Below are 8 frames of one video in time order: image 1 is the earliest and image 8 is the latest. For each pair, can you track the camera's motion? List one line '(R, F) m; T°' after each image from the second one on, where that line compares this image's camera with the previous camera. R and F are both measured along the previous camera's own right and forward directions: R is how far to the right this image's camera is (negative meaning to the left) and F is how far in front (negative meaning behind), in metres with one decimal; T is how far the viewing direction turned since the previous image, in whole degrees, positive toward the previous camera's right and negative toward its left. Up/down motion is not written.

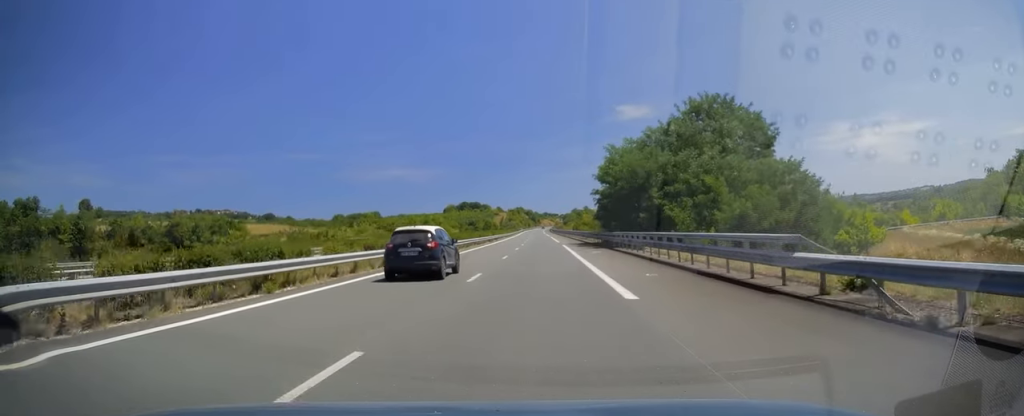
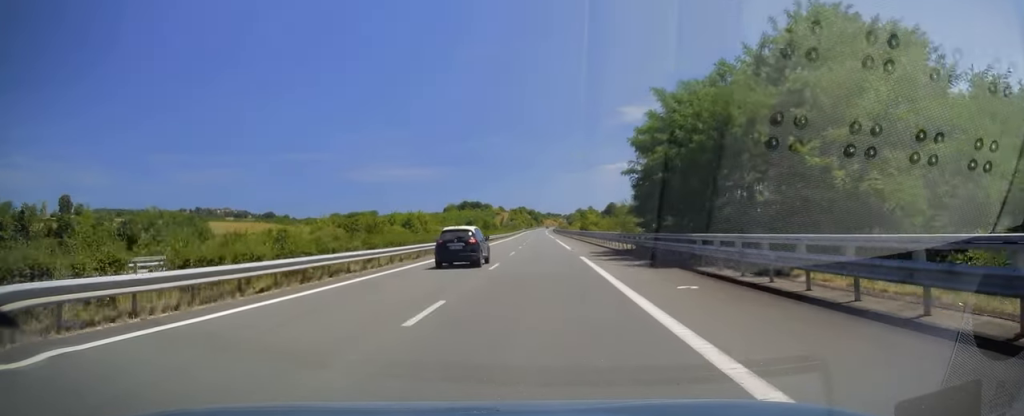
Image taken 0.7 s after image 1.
(-0.1, +21.0) m; 0°
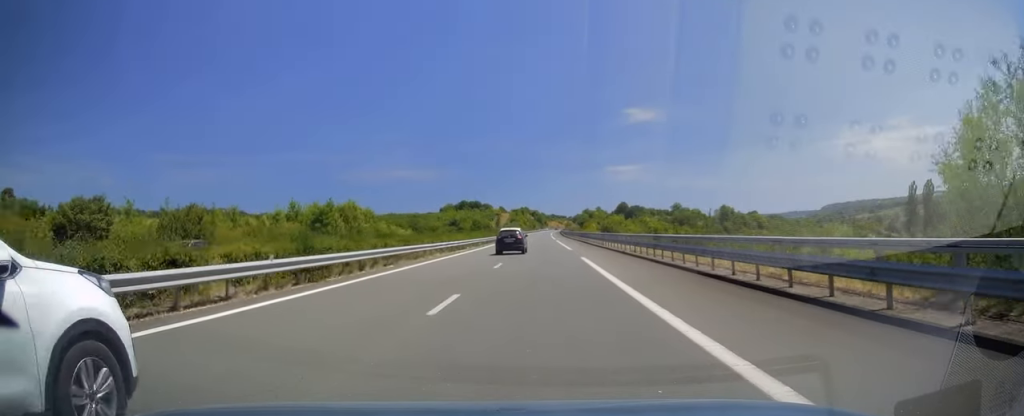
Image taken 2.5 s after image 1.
(+0.5, +50.7) m; 0°
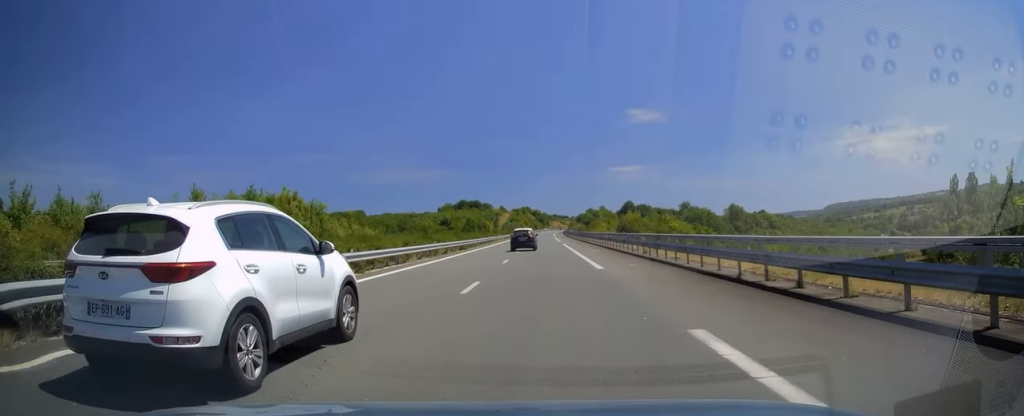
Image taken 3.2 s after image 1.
(-0.3, +22.4) m; -1°
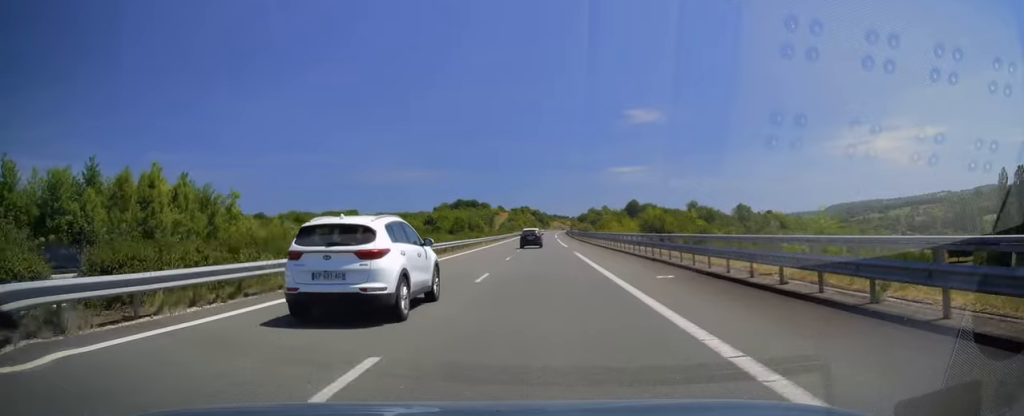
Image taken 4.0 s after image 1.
(-0.1, +22.9) m; 0°
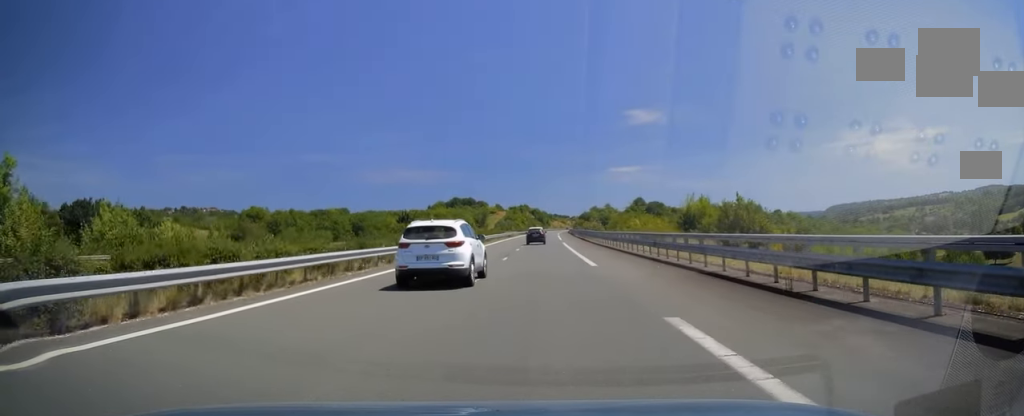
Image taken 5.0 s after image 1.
(0.0, +27.8) m; 0°
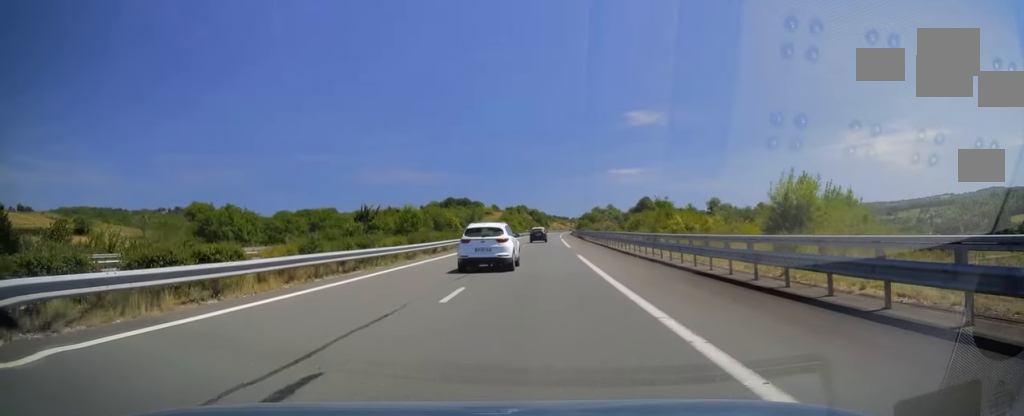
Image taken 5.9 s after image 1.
(0.0, +28.8) m; 0°
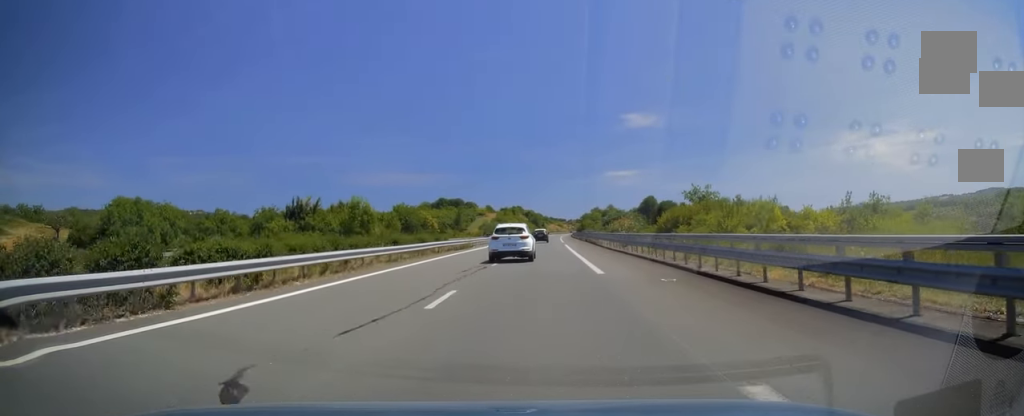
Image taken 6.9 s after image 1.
(0.0, +26.9) m; 0°
